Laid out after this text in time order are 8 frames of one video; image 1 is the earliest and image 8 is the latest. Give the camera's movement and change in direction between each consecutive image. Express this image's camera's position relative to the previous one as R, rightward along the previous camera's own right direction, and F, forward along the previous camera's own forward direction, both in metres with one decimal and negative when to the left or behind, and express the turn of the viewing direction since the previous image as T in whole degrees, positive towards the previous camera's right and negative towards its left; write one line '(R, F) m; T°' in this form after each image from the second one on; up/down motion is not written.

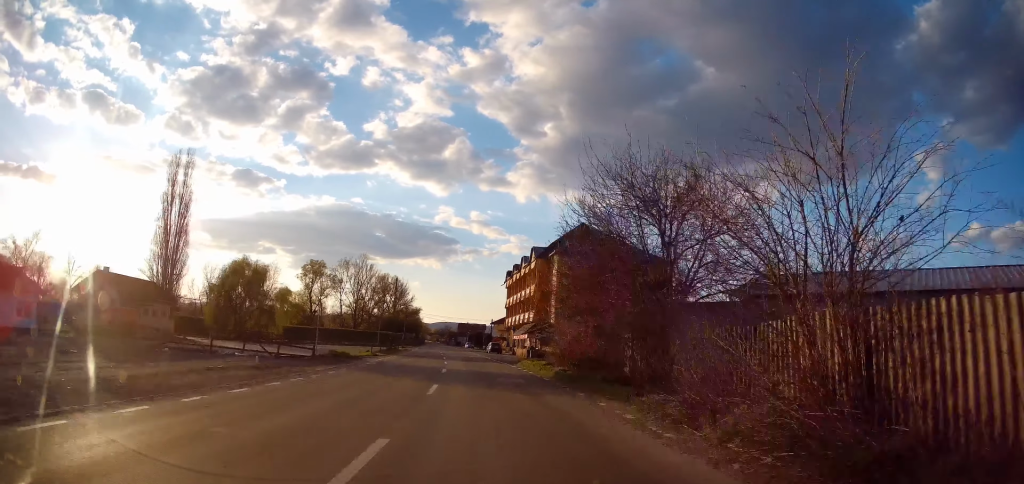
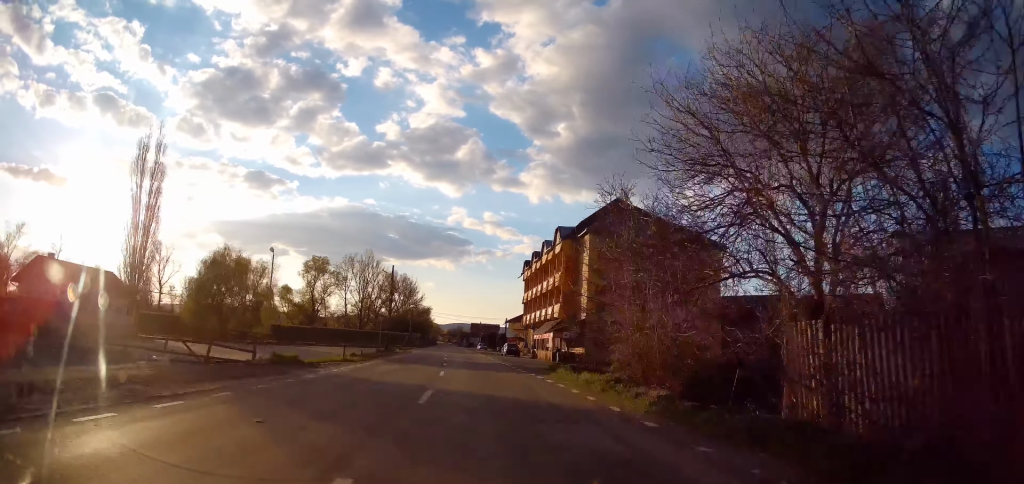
(-0.2, +11.1) m; -1°
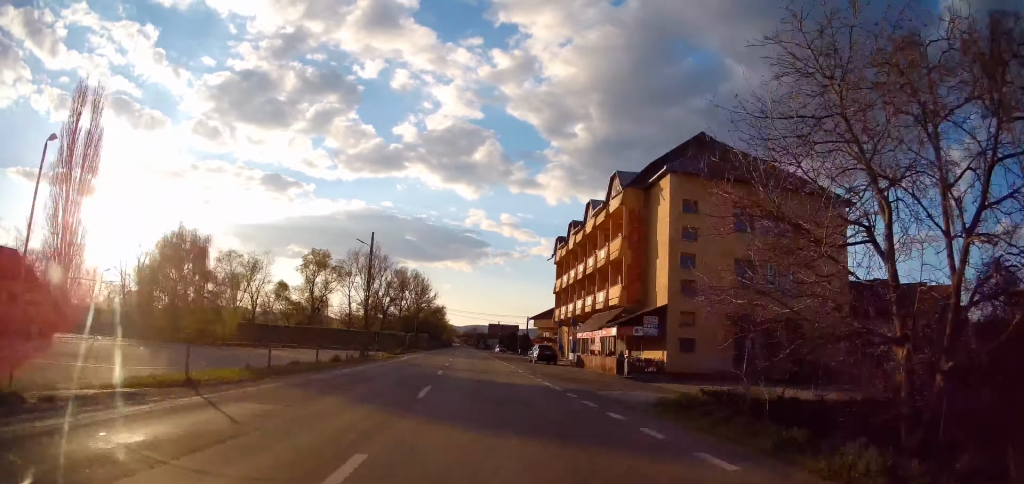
(-0.3, +17.0) m; -2°
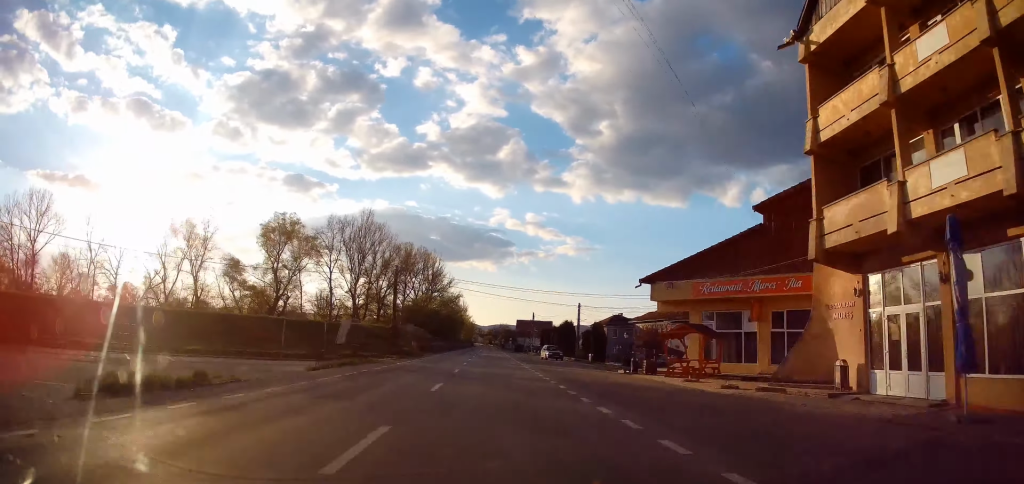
(-2.2, +43.2) m; -4°
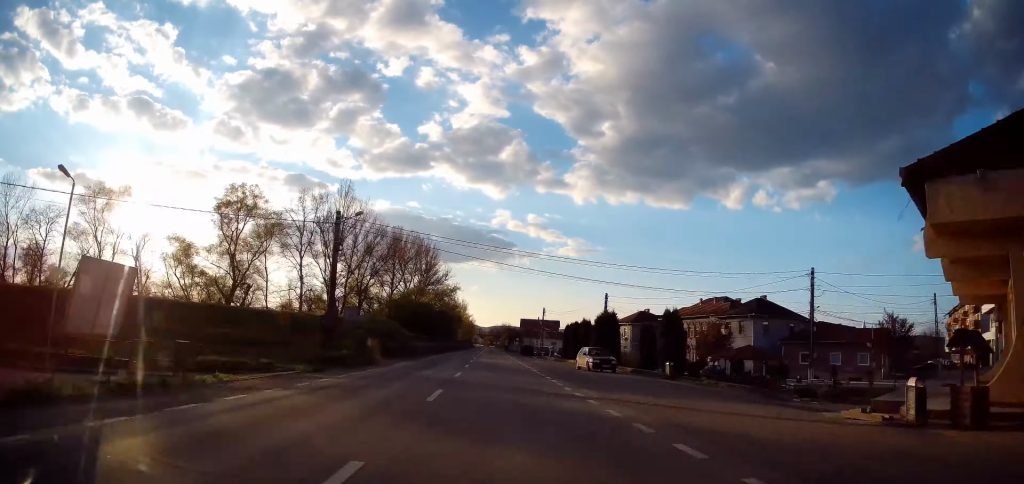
(+0.2, +20.3) m; -1°
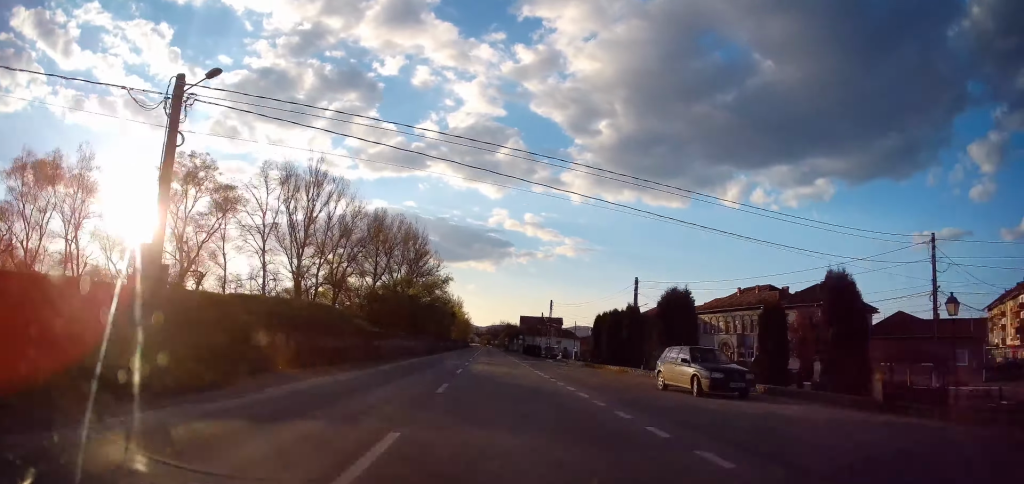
(-0.2, +16.1) m; 0°
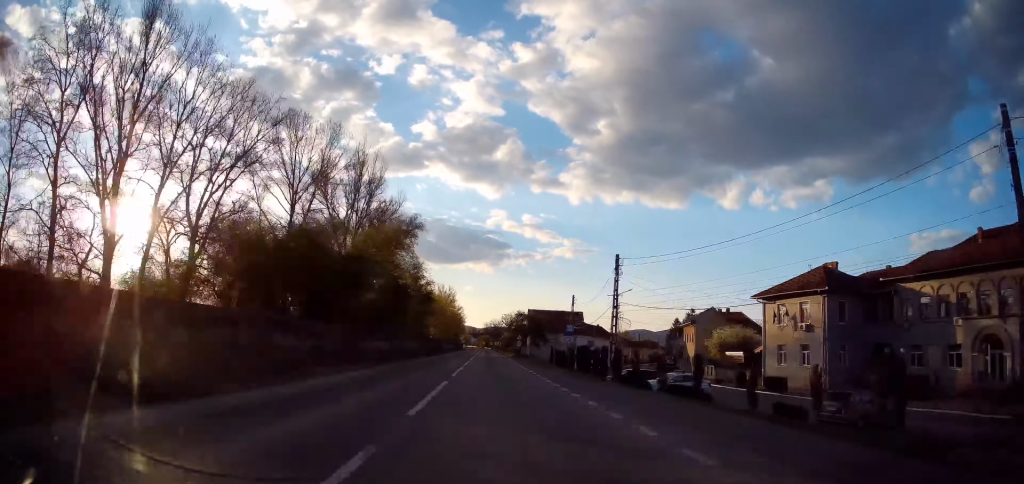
(+0.5, +45.9) m; +1°
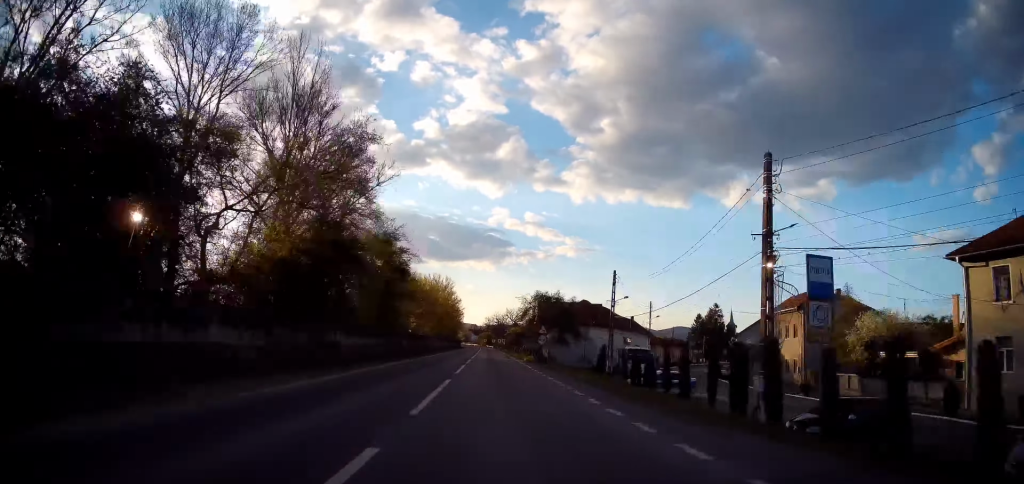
(0.0, +23.9) m; -1°
